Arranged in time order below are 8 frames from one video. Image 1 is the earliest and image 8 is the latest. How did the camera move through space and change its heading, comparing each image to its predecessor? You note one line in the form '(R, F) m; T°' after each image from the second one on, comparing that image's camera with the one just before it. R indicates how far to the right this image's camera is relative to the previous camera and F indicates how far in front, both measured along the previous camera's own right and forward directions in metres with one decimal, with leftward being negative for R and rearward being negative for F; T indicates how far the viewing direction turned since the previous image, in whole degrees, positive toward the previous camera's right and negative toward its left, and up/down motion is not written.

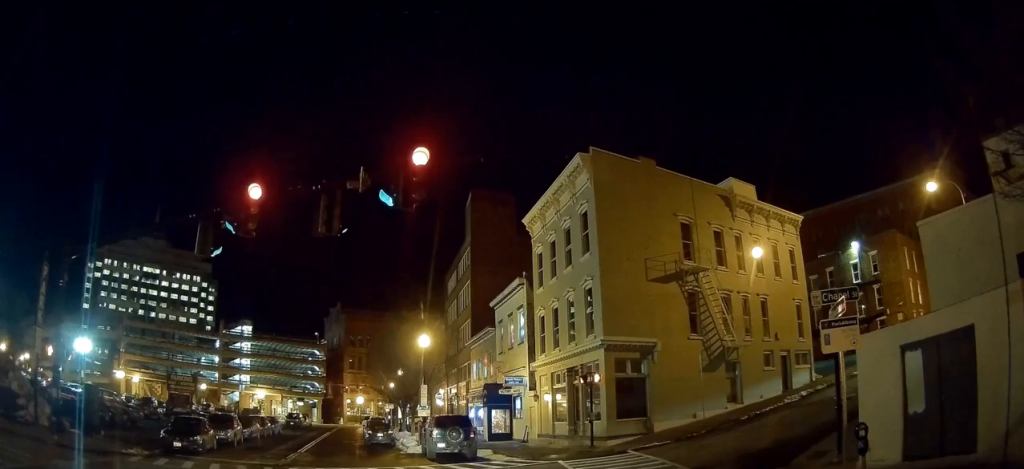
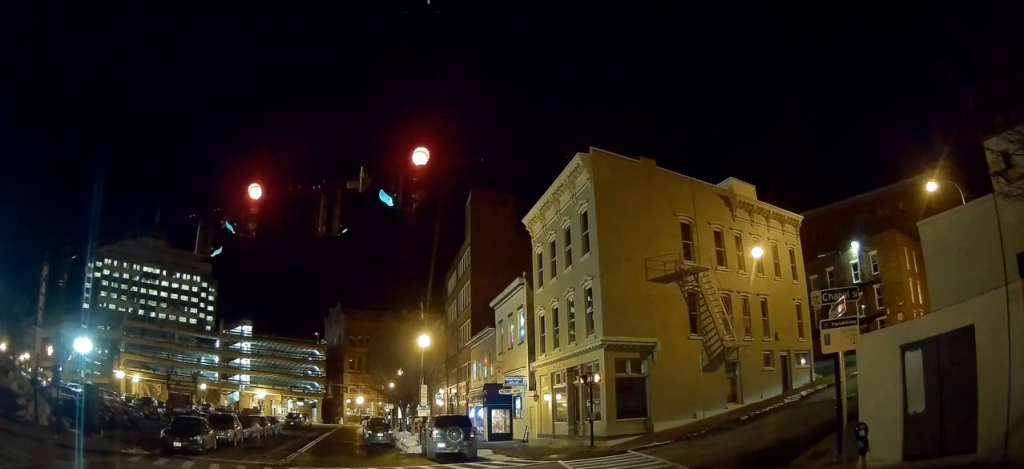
(0.0, 0.0) m; 0°
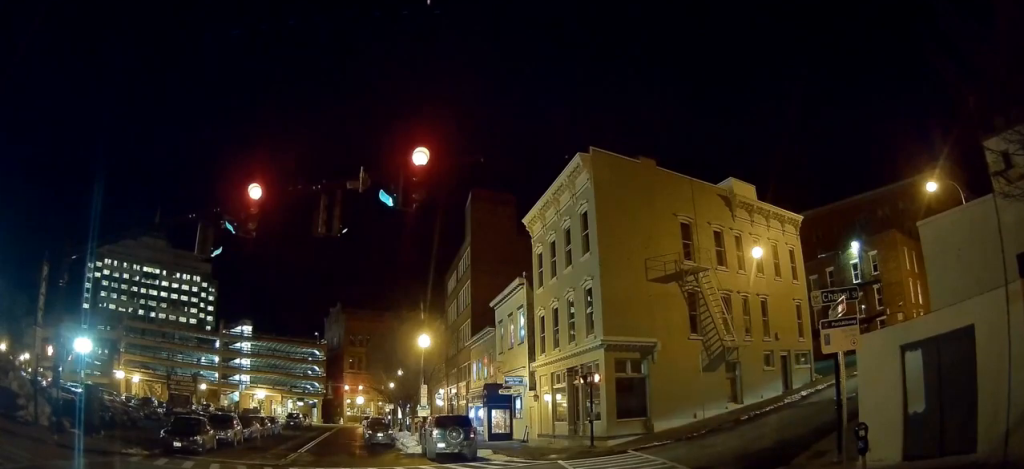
(0.0, 0.0) m; 0°
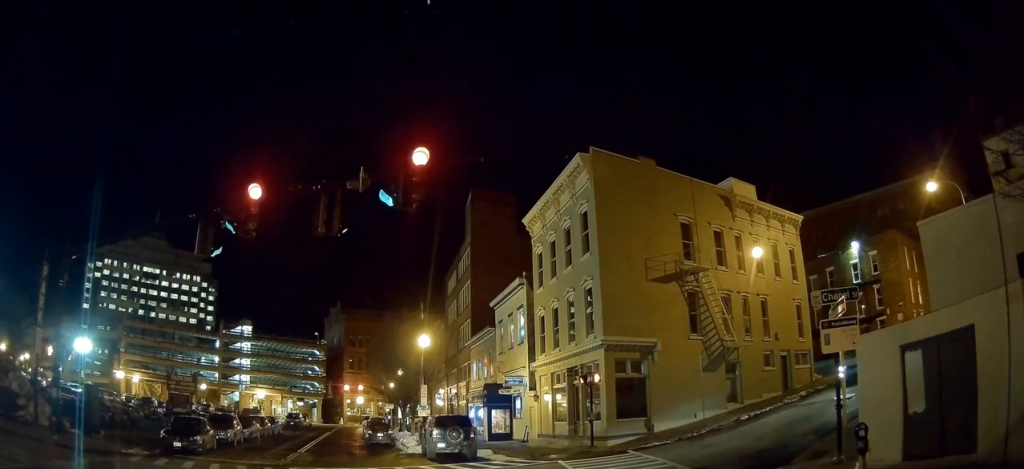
(0.0, 0.0) m; 0°
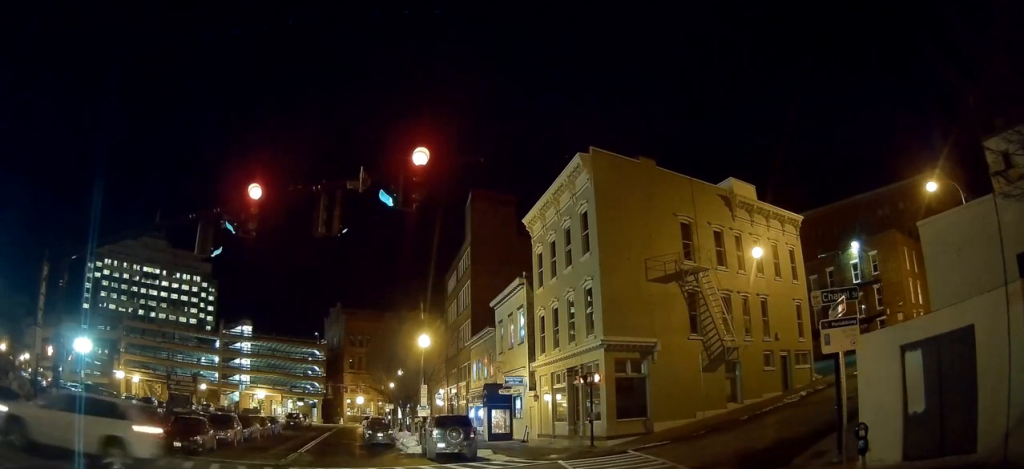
(0.0, 0.0) m; 0°
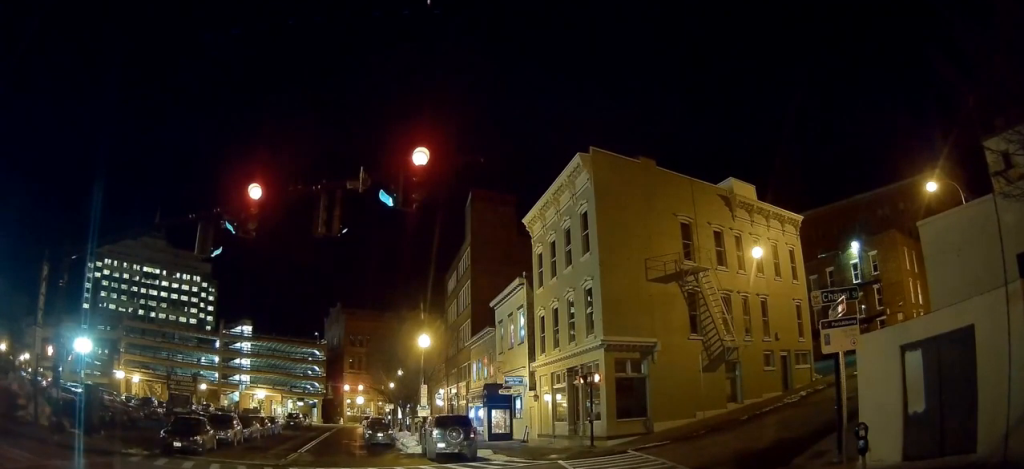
(0.0, 0.0) m; 0°
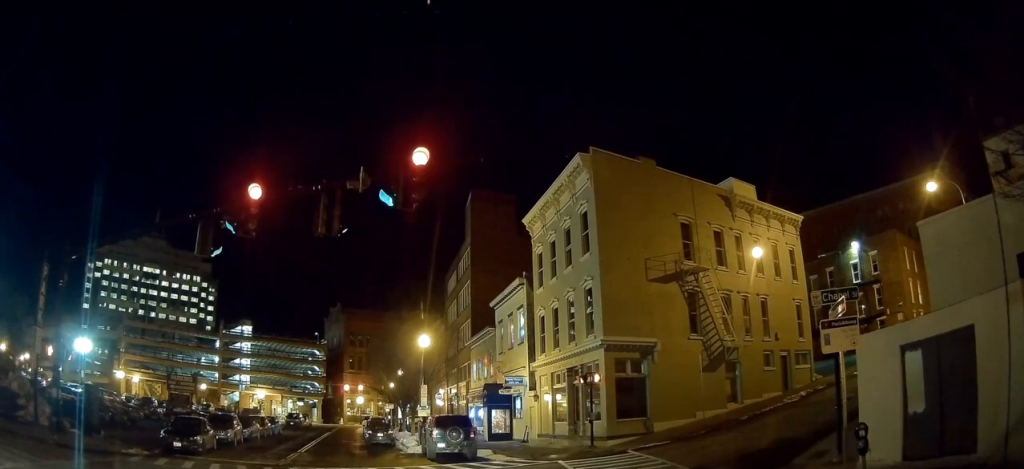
(0.0, 0.0) m; 0°
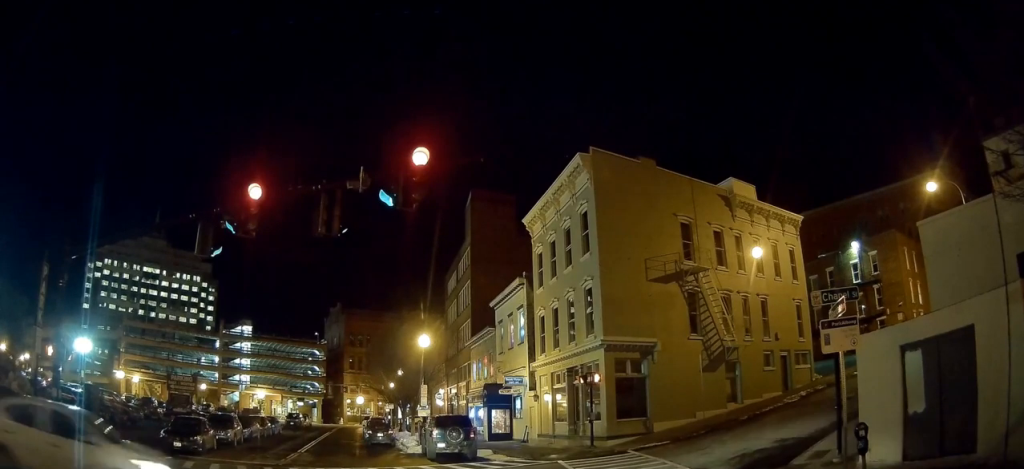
(0.0, 0.0) m; 0°
